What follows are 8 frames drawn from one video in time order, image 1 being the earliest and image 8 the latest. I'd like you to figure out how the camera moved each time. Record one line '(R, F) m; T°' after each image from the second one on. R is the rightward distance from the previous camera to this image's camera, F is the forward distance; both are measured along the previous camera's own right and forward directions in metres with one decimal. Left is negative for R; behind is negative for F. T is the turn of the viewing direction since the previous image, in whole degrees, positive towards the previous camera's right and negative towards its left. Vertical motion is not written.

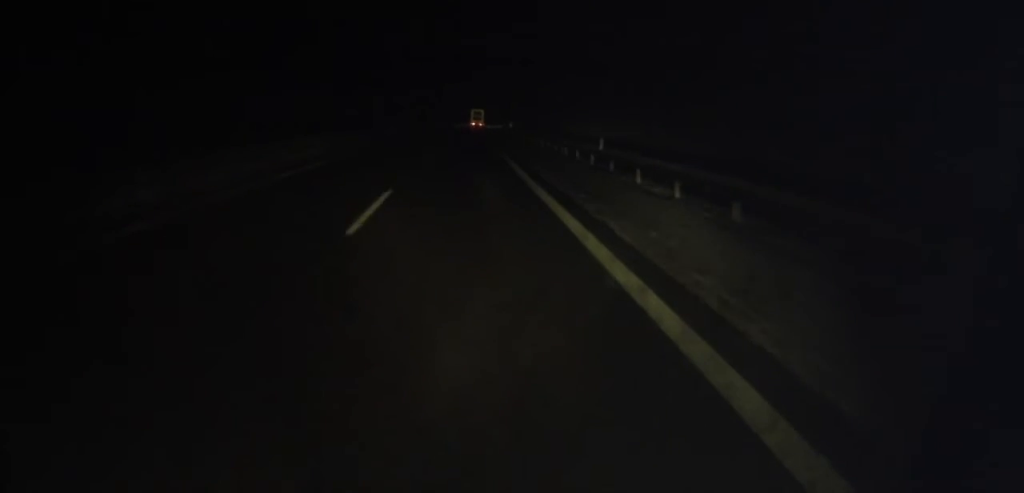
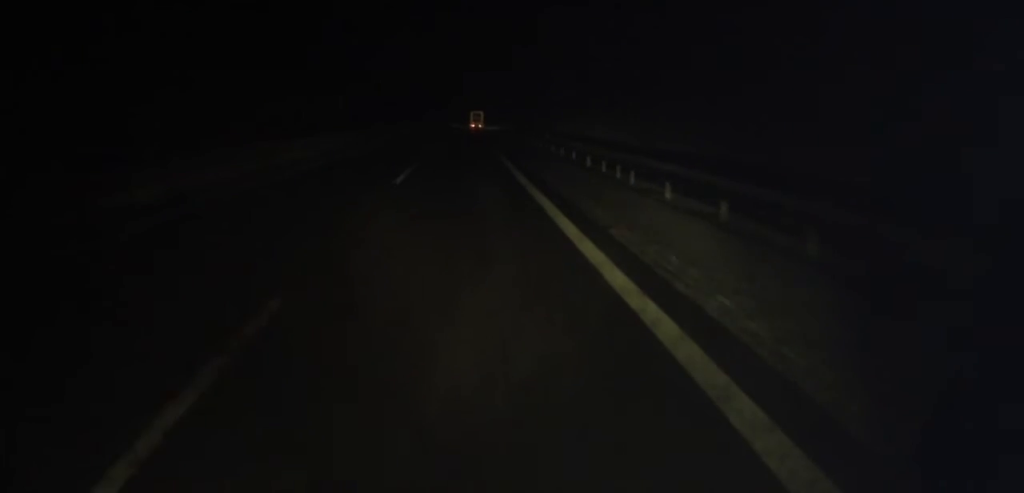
(+0.6, +27.9) m; +2°
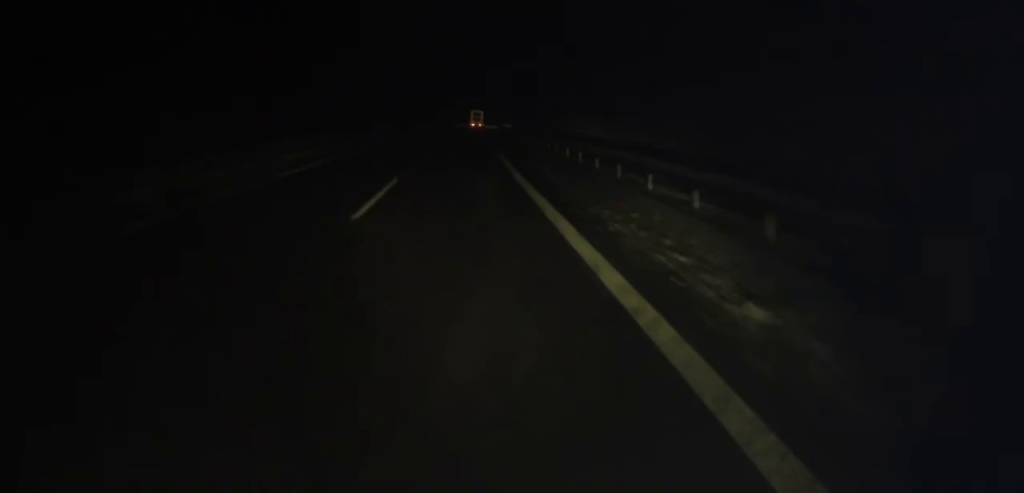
(+0.6, +43.8) m; +1°
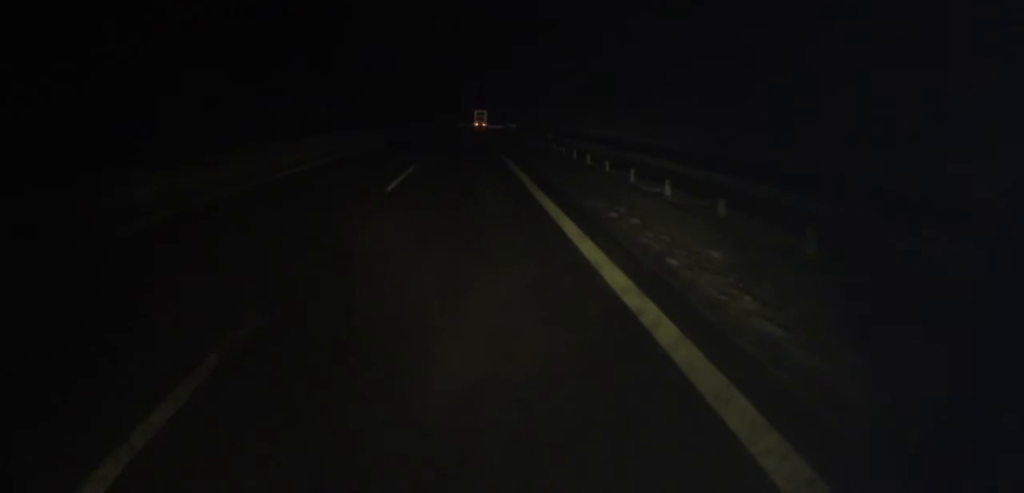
(0.0, +14.1) m; +1°
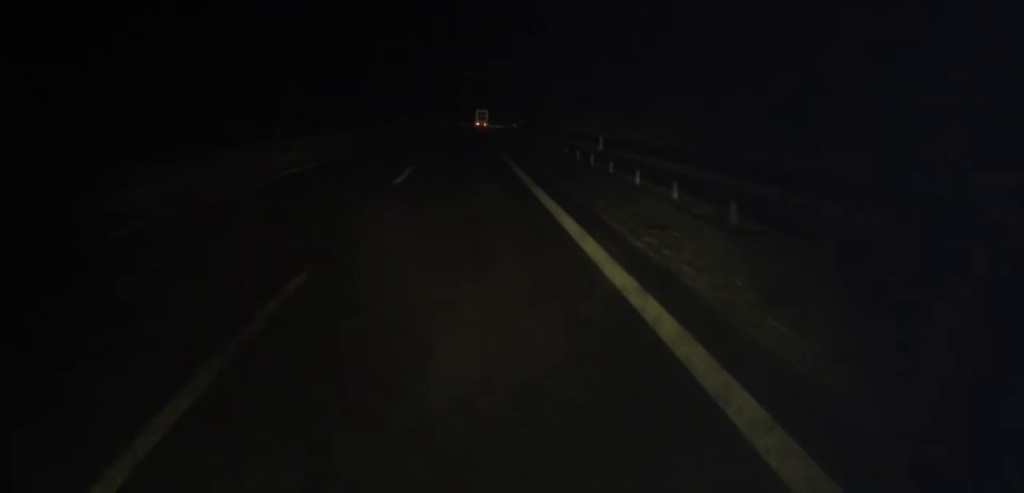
(0.0, +17.7) m; +1°
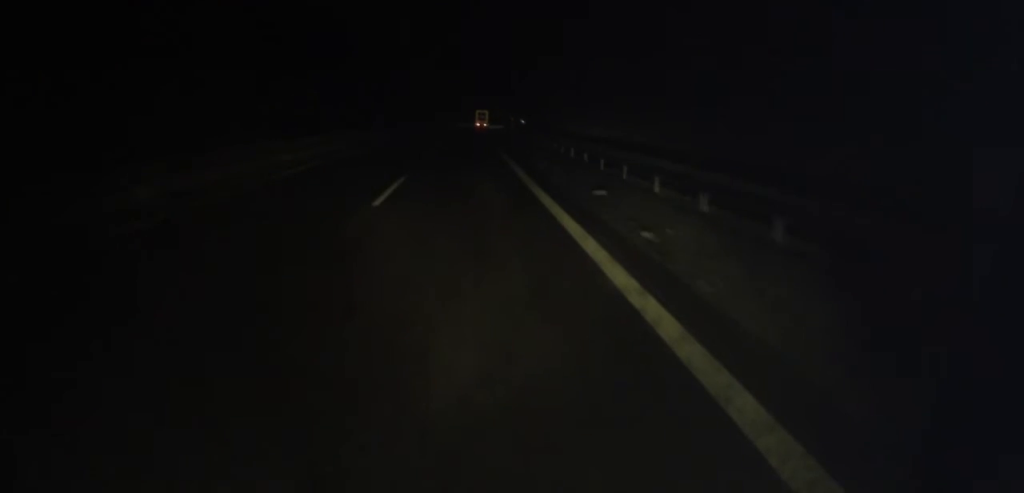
(+0.4, +24.3) m; +1°
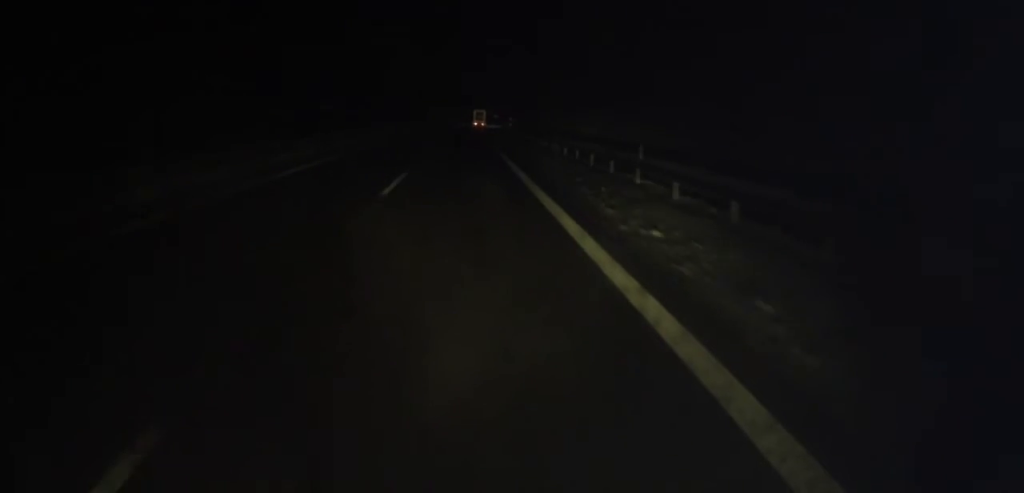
(-0.2, +40.2) m; 0°
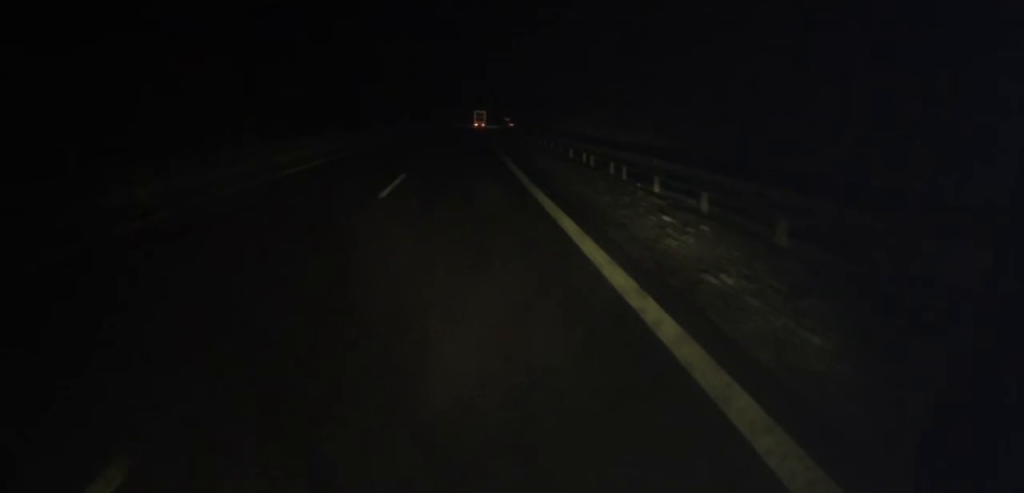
(0.0, +21.8) m; 0°
